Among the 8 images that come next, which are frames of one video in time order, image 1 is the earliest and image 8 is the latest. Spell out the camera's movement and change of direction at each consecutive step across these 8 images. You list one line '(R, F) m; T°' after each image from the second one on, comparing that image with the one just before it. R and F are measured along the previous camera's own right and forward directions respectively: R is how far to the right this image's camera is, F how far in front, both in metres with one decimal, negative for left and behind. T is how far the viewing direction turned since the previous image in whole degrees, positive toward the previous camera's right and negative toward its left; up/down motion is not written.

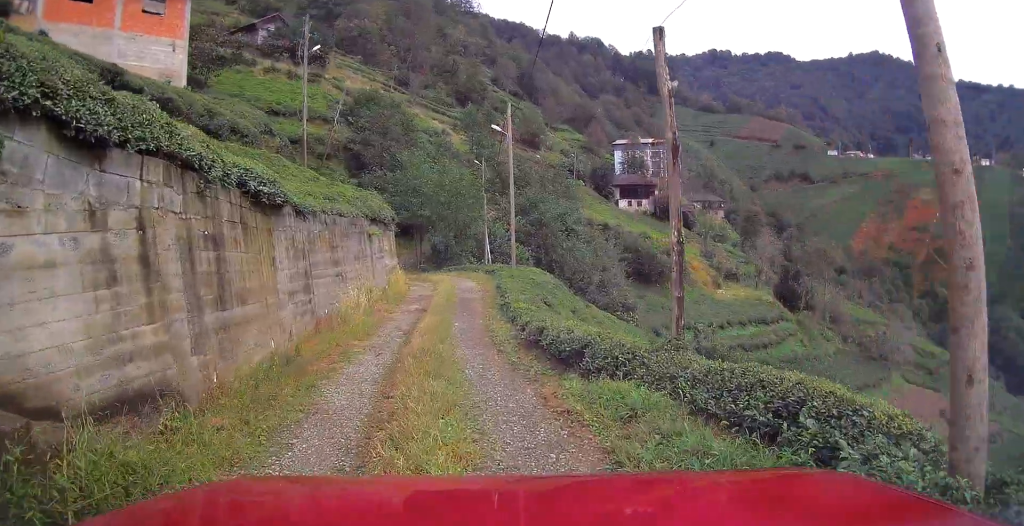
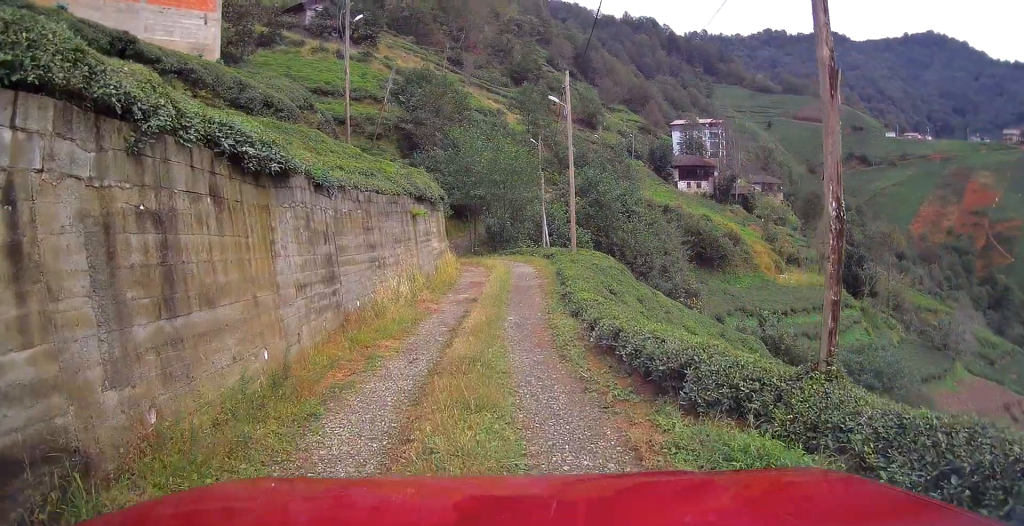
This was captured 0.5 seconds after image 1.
(-0.1, +2.0) m; -3°
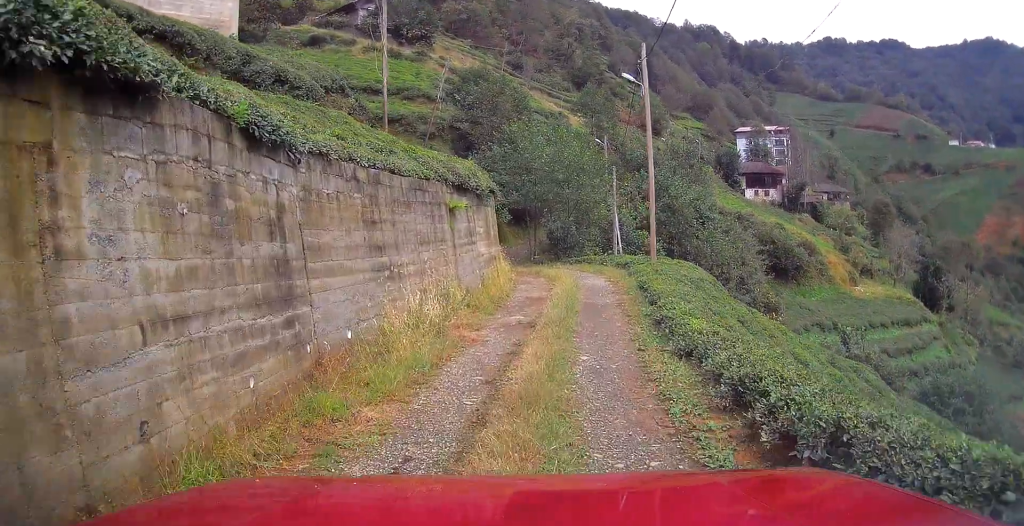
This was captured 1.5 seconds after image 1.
(-0.2, +3.7) m; -3°
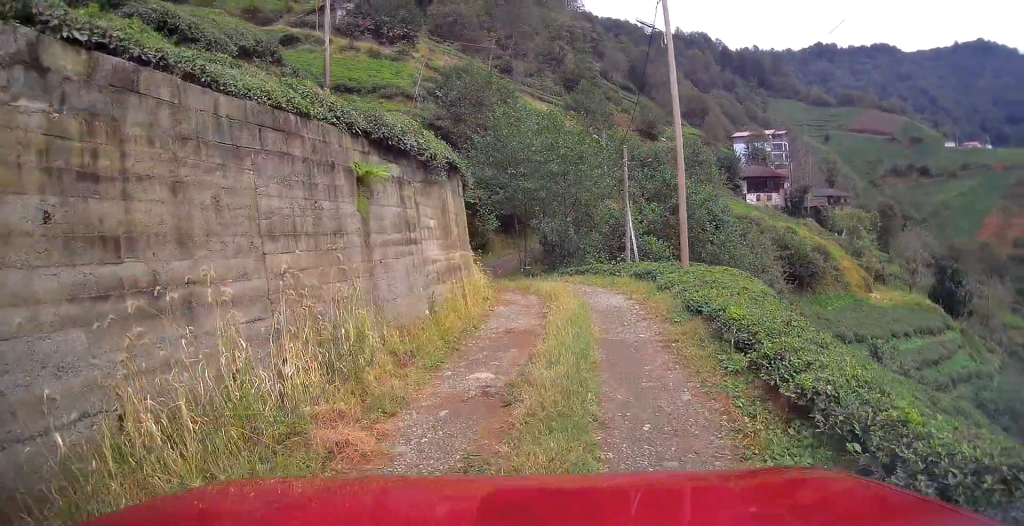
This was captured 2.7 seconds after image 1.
(0.0, +4.4) m; +2°
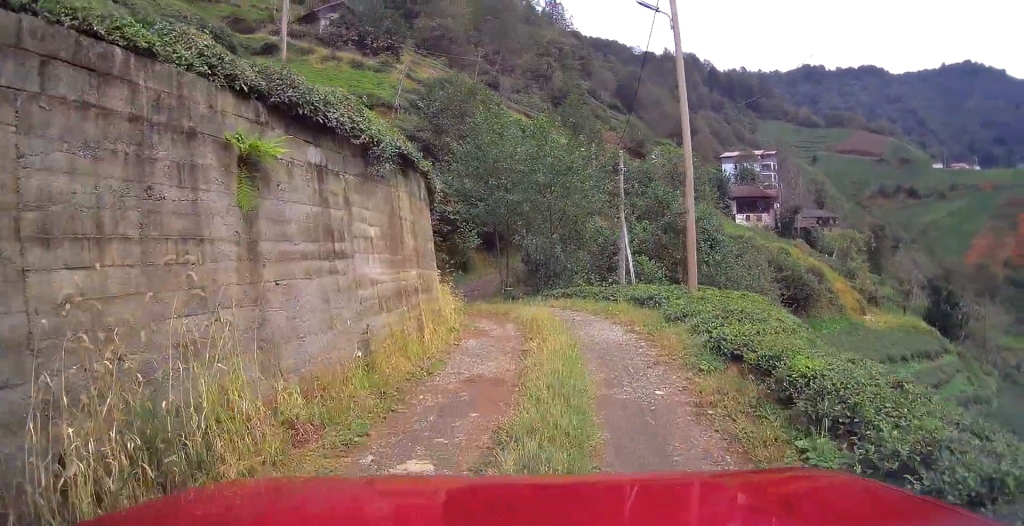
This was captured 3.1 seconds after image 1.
(0.0, +1.9) m; +2°
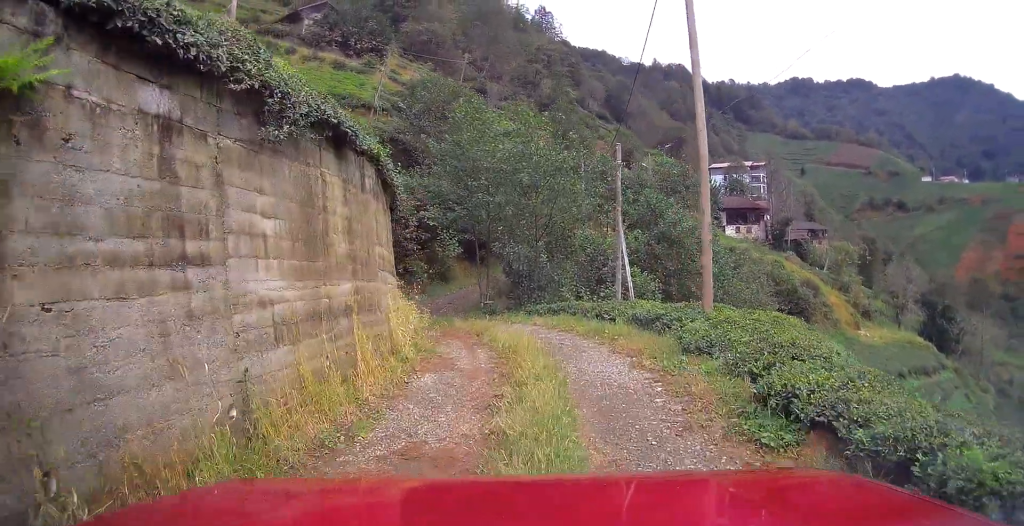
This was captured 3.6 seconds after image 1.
(0.0, +2.0) m; 0°
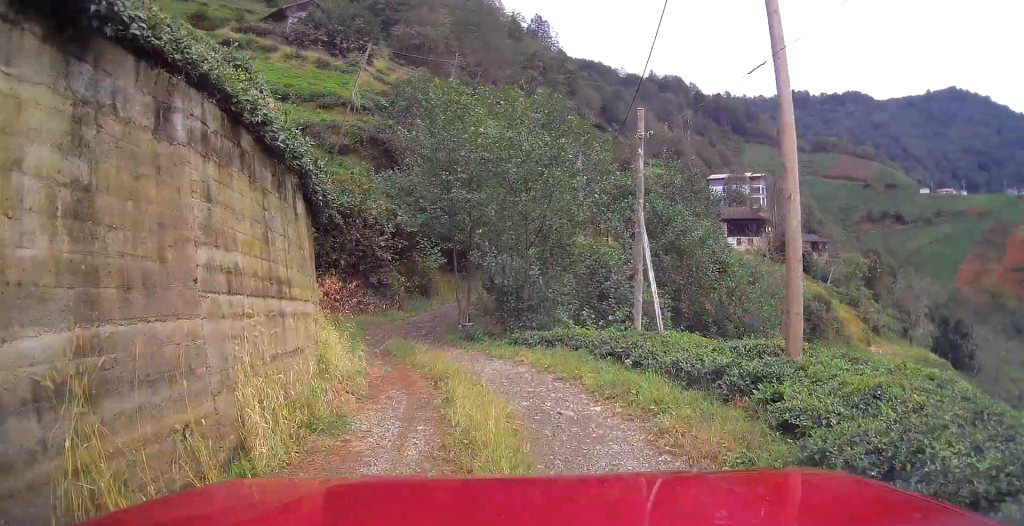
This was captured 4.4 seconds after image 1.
(+0.1, +3.7) m; -1°
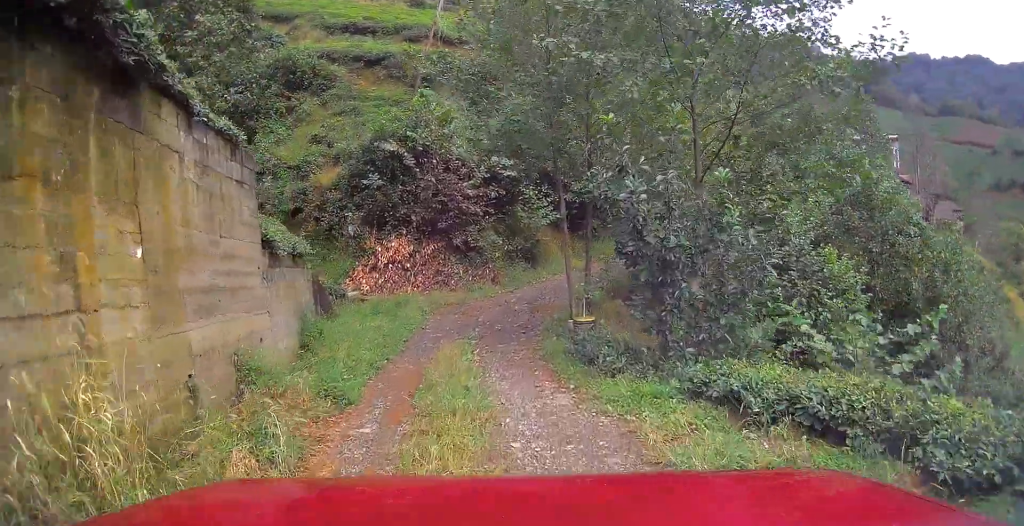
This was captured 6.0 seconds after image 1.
(-0.5, +7.4) m; -10°
